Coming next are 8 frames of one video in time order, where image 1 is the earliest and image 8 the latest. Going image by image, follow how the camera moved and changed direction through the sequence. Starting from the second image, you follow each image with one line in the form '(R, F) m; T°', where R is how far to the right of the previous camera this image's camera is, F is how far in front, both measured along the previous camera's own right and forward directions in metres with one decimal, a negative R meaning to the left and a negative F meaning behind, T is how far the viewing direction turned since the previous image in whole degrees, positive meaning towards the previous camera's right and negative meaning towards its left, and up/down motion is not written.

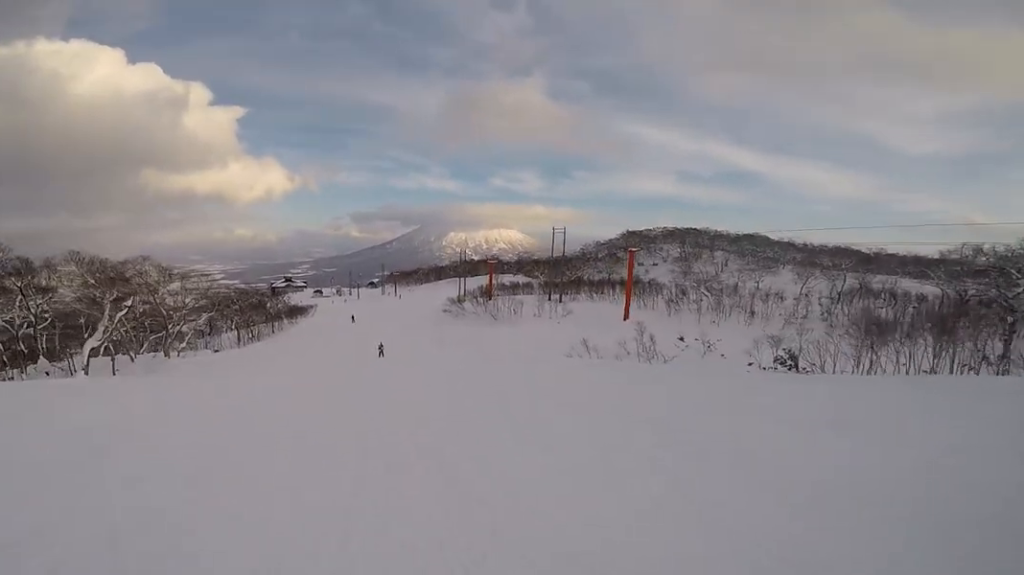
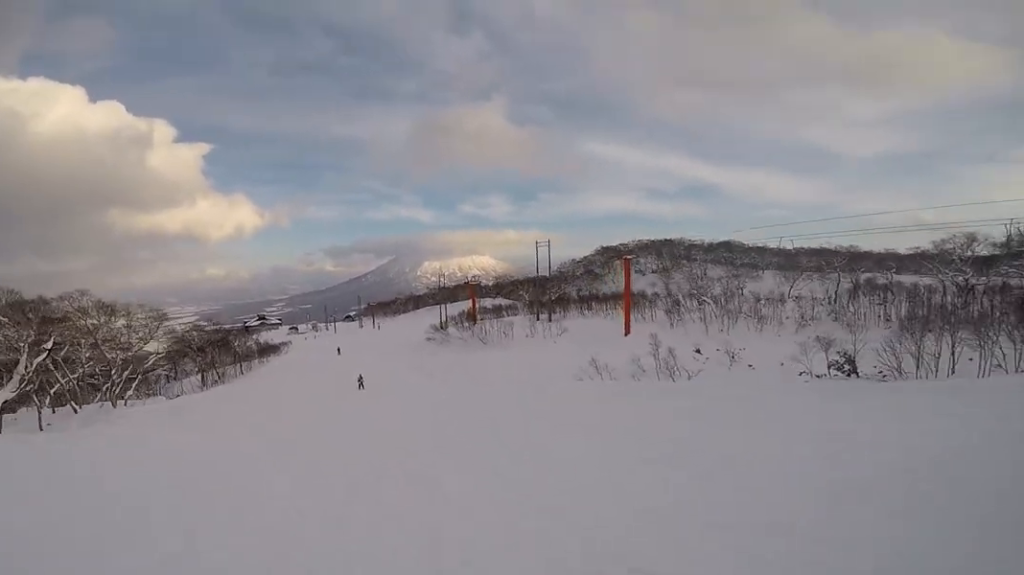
(+0.1, +6.9) m; 0°
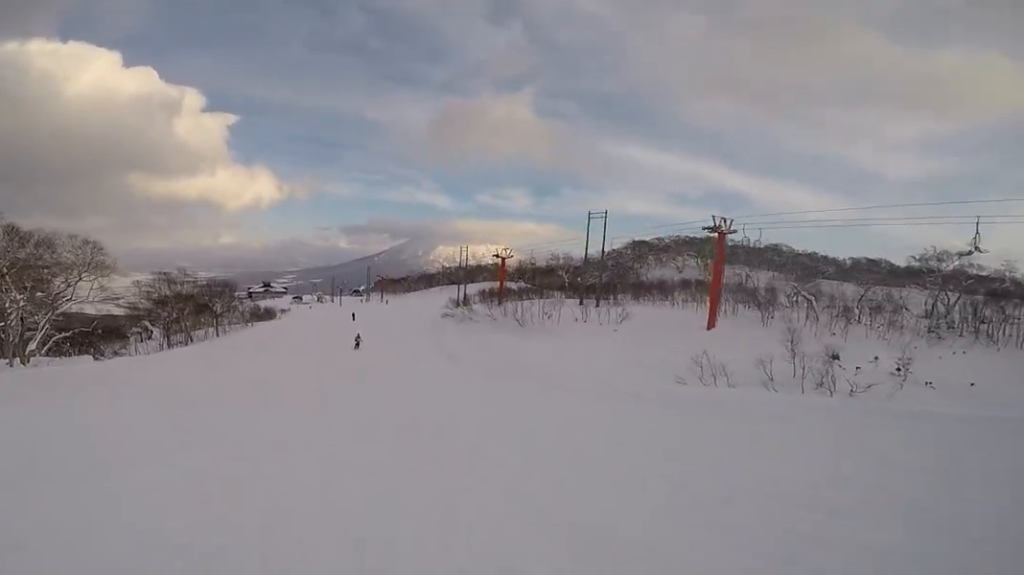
(-0.1, +14.2) m; -1°
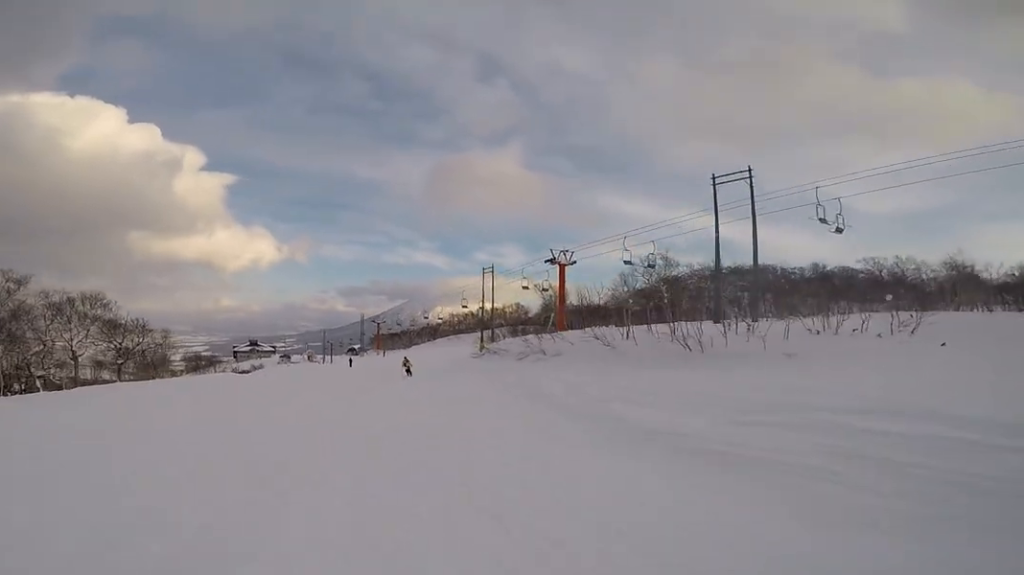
(0.0, +28.6) m; +2°
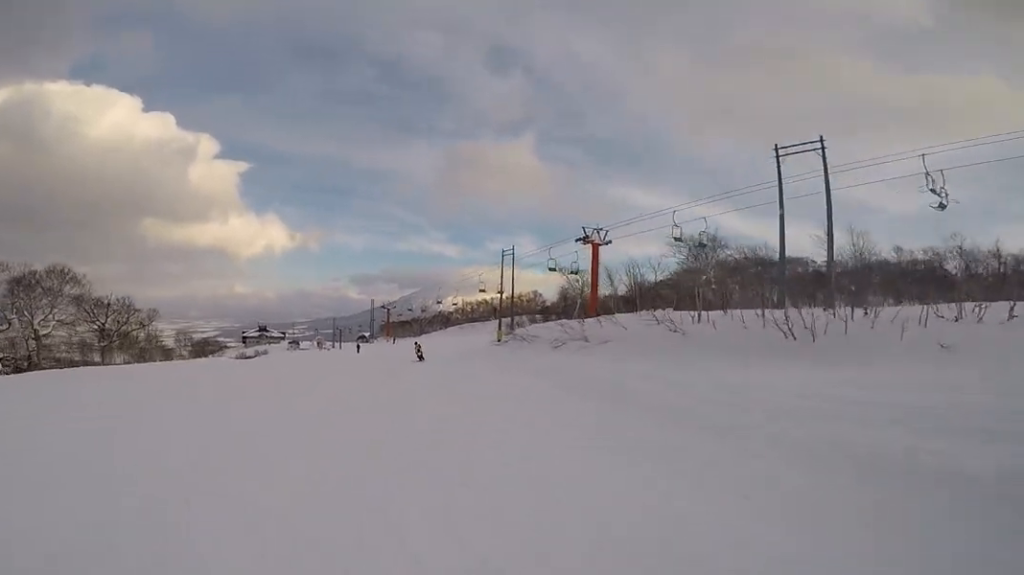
(+0.1, +5.1) m; +1°
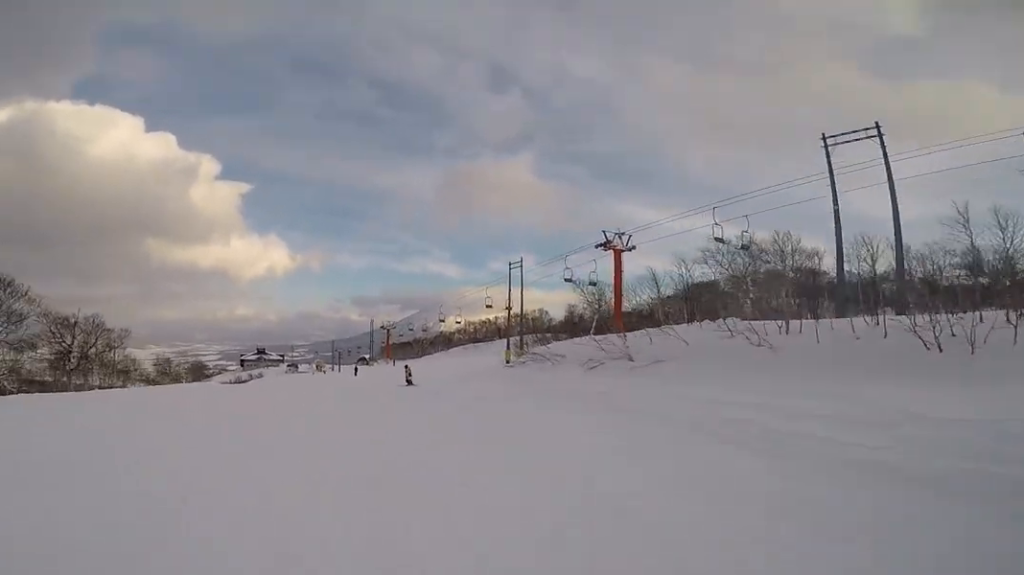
(0.0, +4.8) m; -3°
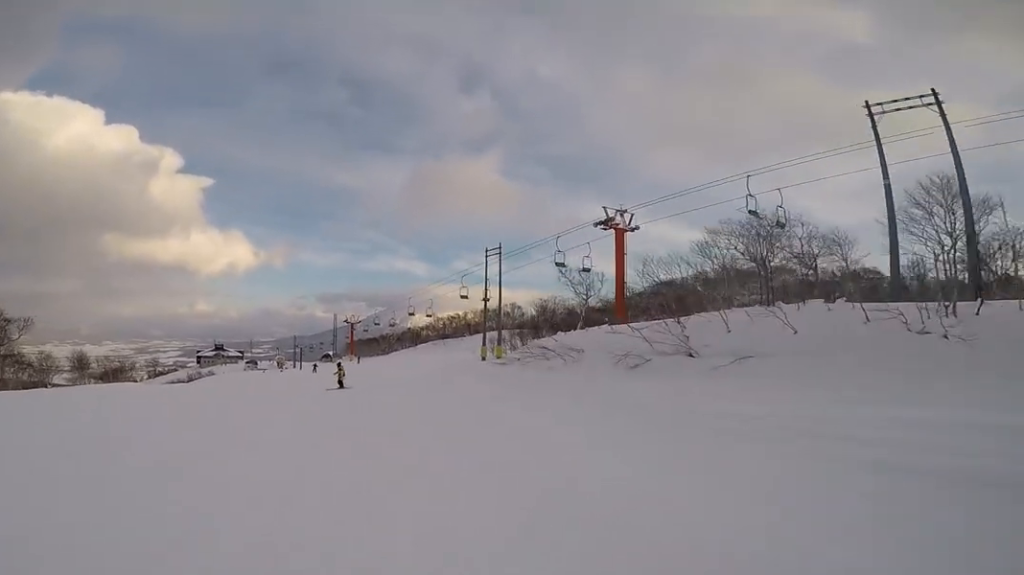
(+0.1, +6.6) m; -5°
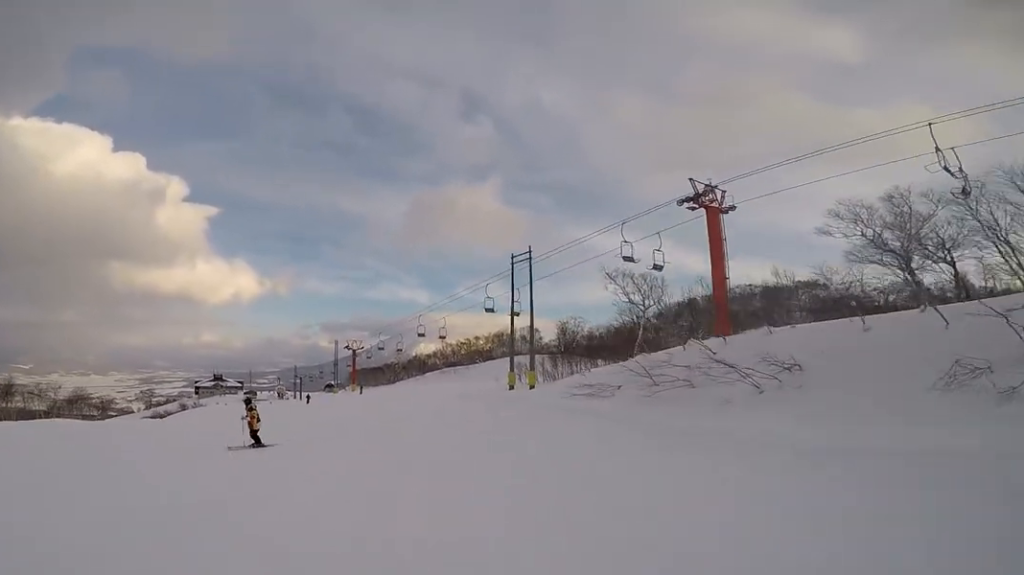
(-0.9, +9.4) m; +1°
